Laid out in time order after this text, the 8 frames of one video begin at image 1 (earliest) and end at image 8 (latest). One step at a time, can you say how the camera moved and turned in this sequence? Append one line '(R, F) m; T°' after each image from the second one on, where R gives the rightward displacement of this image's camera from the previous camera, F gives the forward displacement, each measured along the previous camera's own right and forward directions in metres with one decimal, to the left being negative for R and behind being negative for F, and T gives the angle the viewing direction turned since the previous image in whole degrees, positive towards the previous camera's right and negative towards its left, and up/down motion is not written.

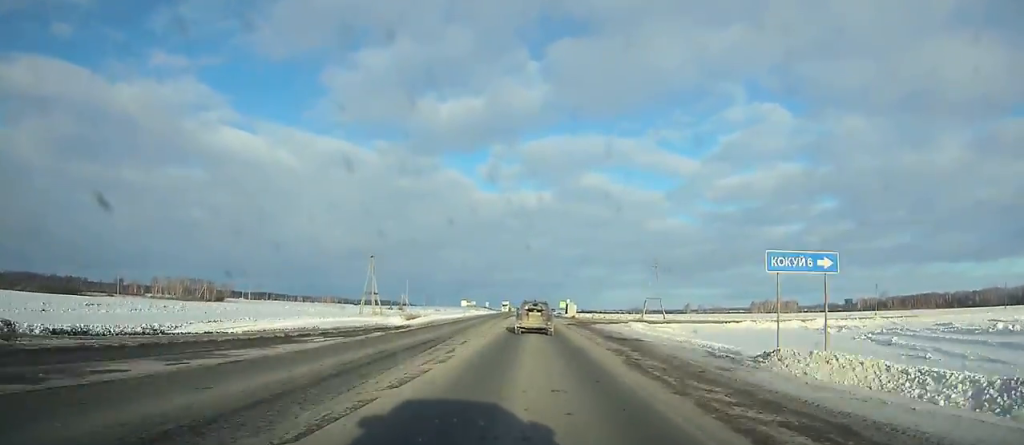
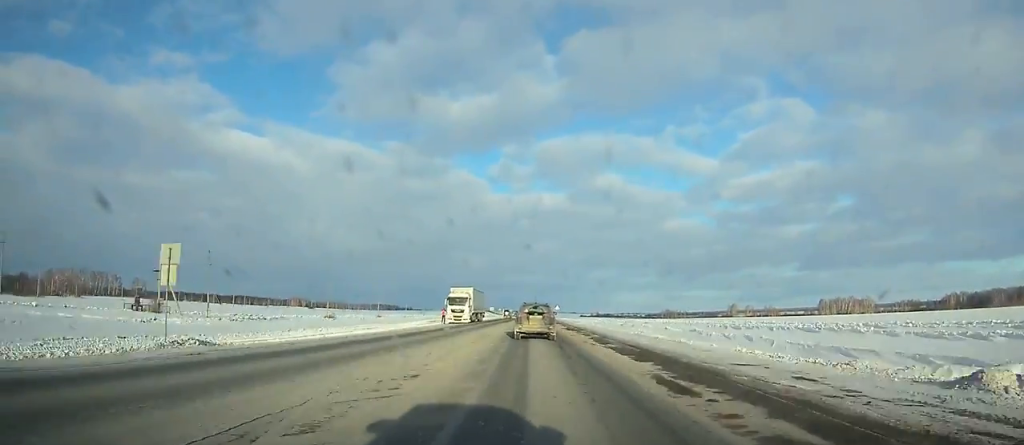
(-0.3, +169.0) m; -1°
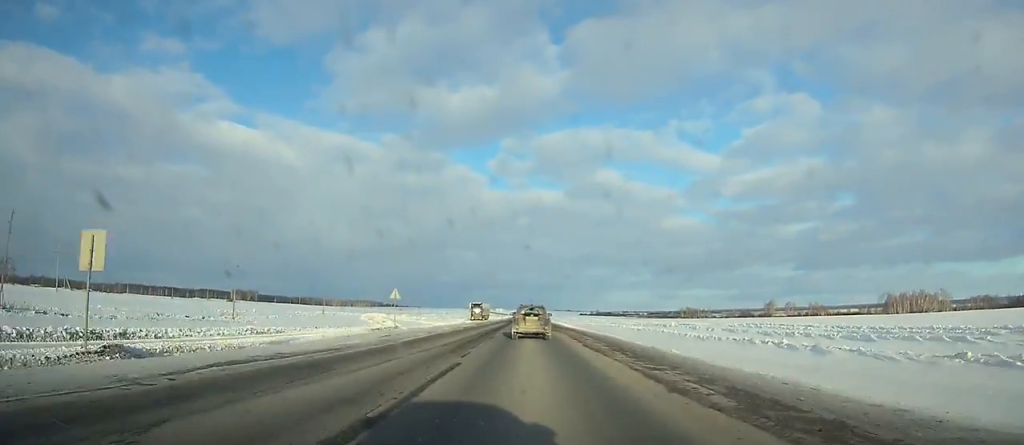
(-0.2, +137.1) m; 0°
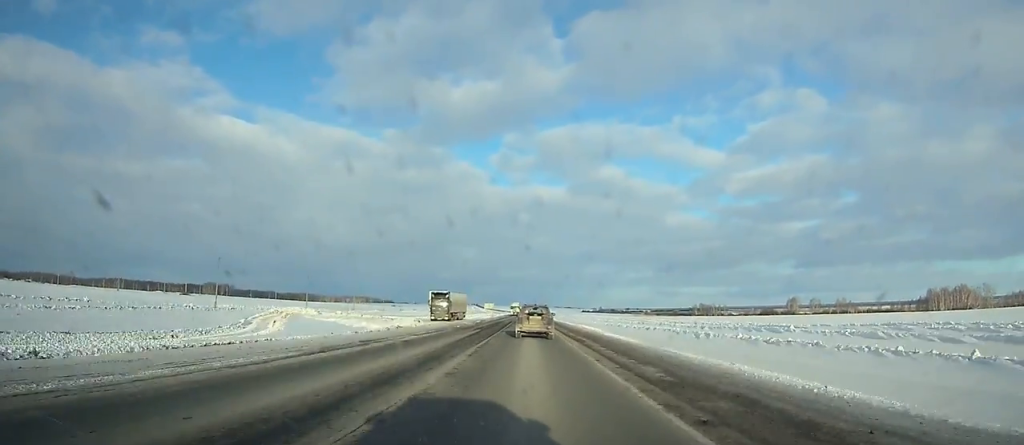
(+0.3, +54.3) m; 0°
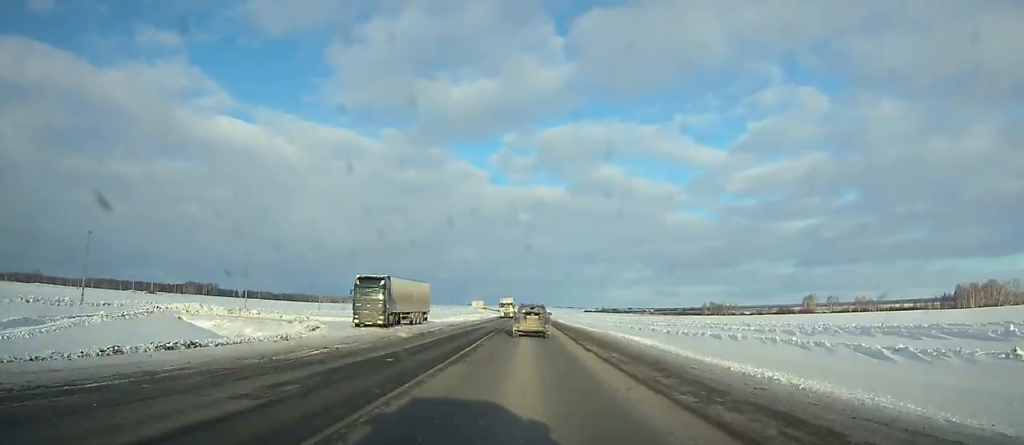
(+0.2, +34.6) m; 0°
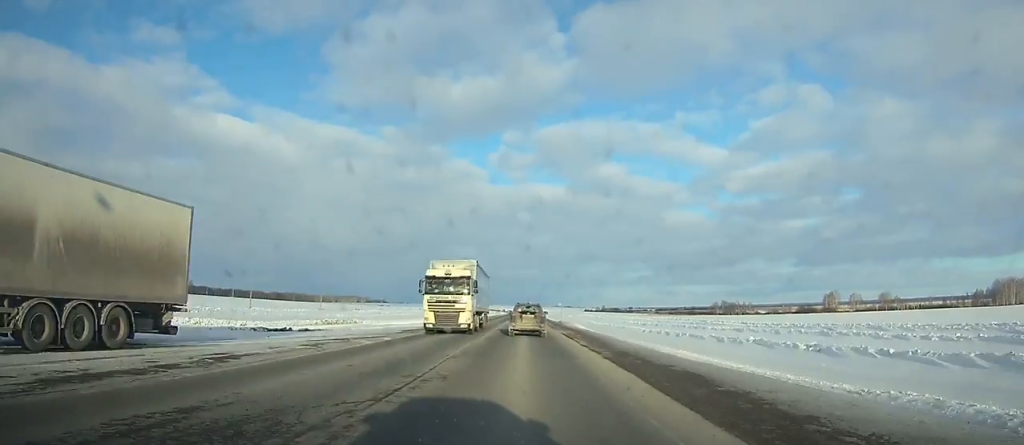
(0.0, +42.6) m; 0°
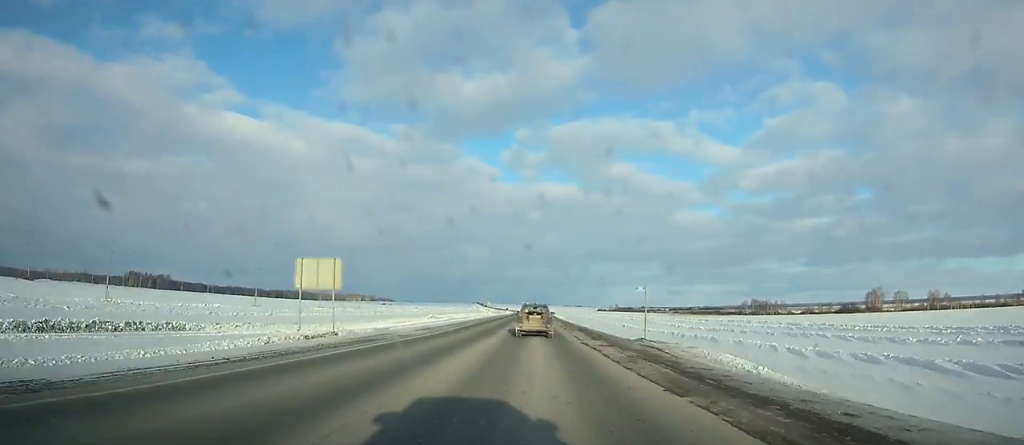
(-0.1, +50.3) m; 0°
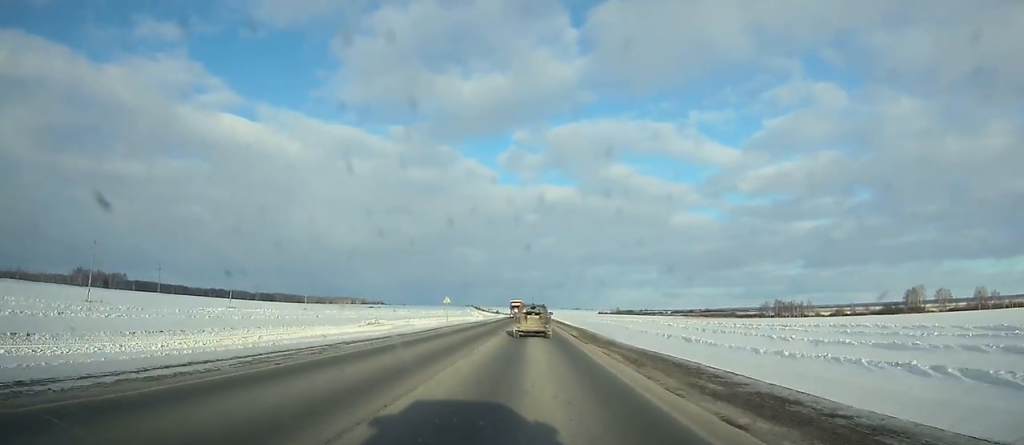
(-0.2, +55.9) m; 0°
